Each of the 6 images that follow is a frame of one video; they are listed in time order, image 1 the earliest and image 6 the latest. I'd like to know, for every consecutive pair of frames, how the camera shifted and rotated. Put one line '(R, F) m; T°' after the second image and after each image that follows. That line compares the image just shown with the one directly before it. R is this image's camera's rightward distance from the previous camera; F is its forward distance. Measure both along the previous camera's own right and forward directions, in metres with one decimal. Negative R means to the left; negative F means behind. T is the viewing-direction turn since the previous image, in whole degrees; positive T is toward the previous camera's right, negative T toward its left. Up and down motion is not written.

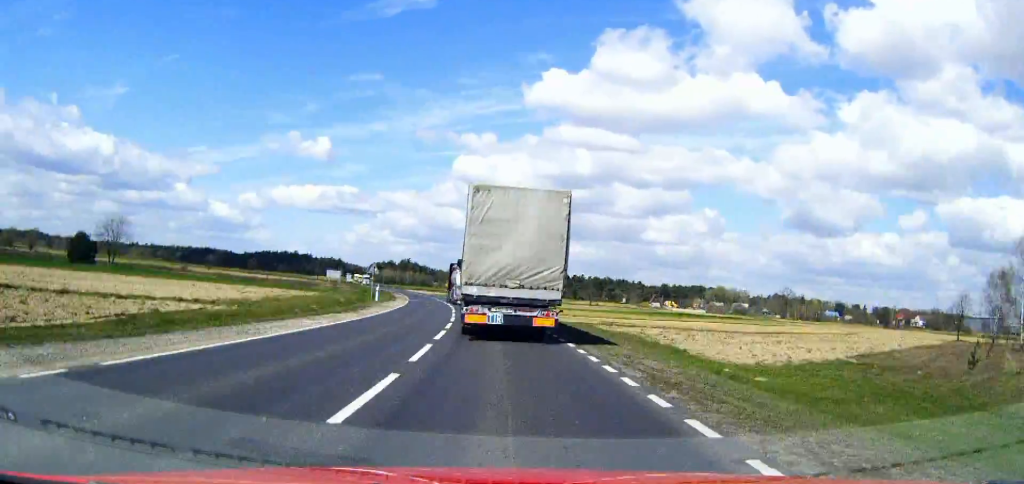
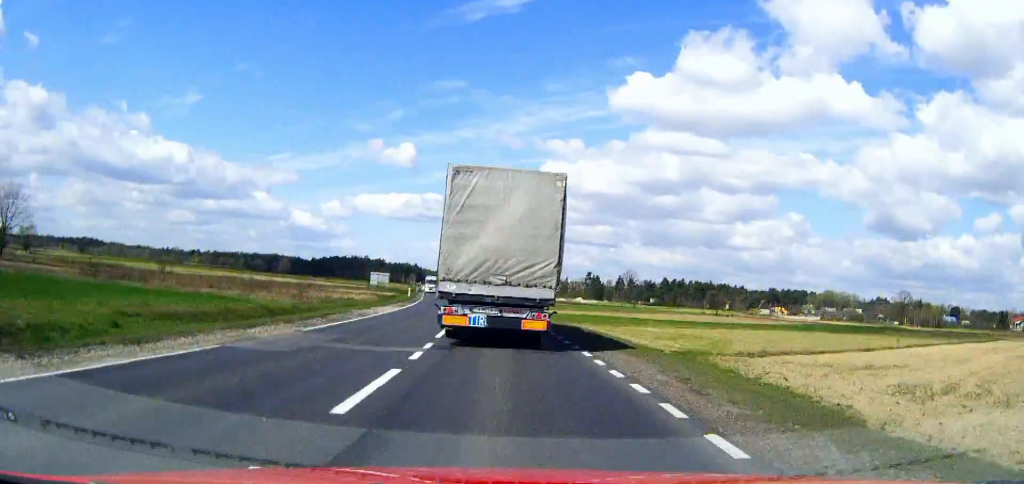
(-3.1, +57.2) m; -5°
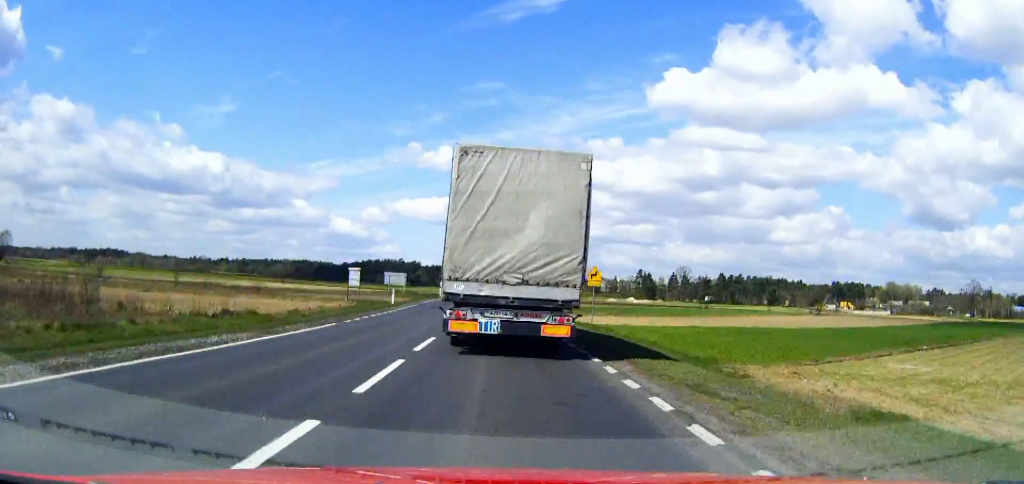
(-1.0, +39.5) m; -3°
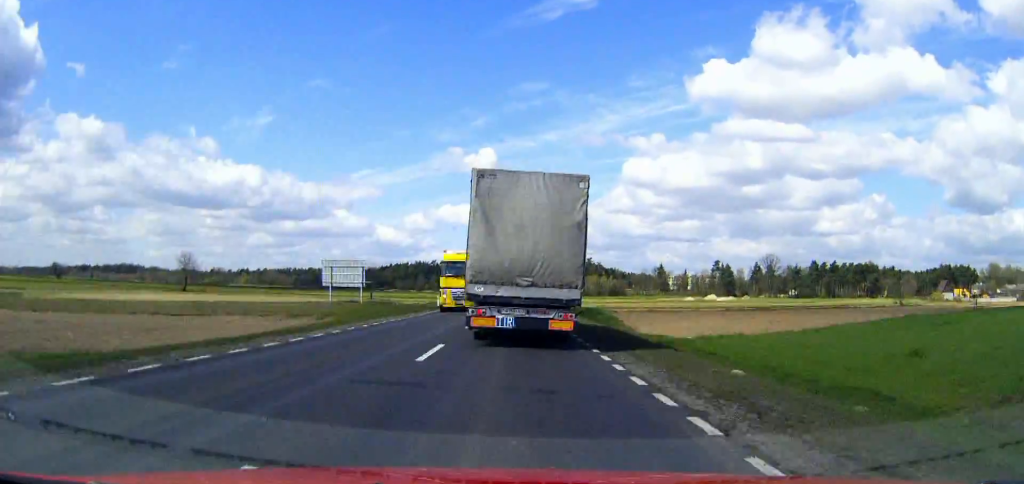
(-2.2, +86.8) m; -2°
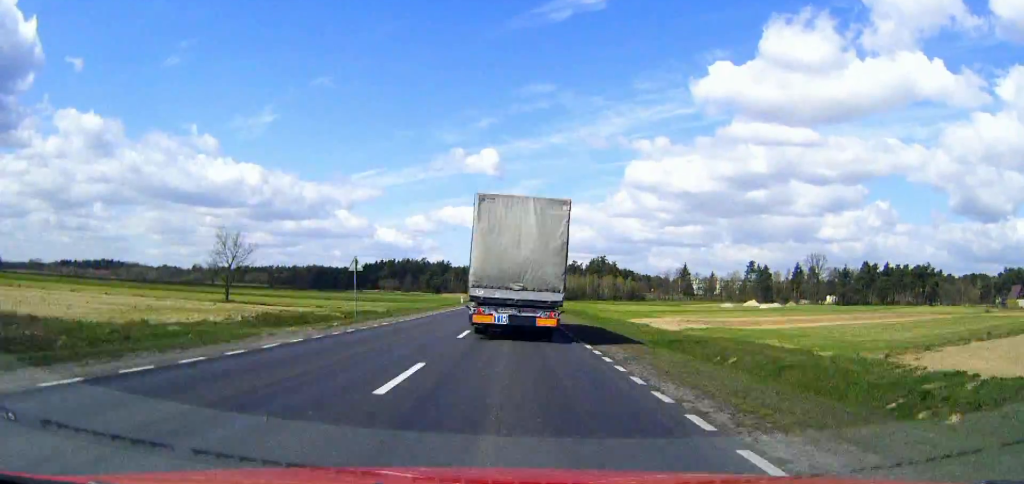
(-0.1, +65.7) m; 0°
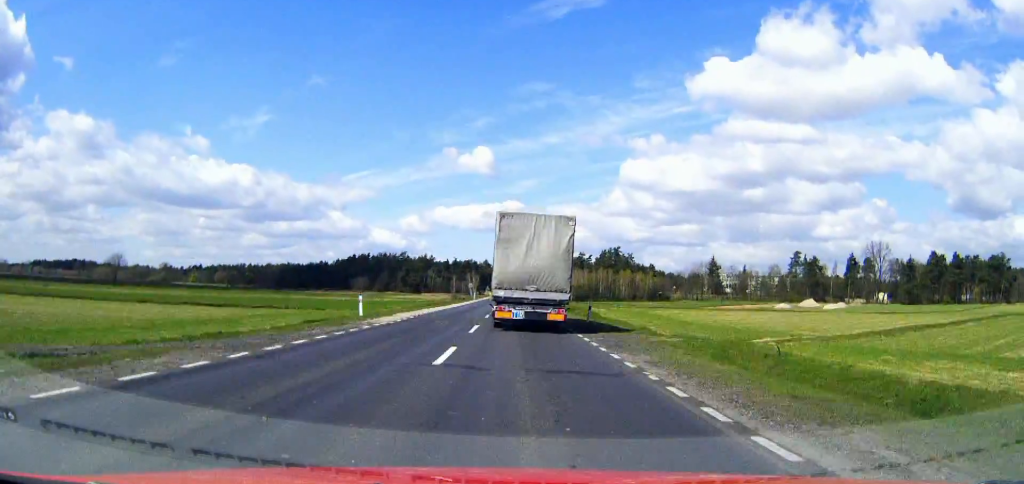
(+0.3, +68.5) m; 0°
